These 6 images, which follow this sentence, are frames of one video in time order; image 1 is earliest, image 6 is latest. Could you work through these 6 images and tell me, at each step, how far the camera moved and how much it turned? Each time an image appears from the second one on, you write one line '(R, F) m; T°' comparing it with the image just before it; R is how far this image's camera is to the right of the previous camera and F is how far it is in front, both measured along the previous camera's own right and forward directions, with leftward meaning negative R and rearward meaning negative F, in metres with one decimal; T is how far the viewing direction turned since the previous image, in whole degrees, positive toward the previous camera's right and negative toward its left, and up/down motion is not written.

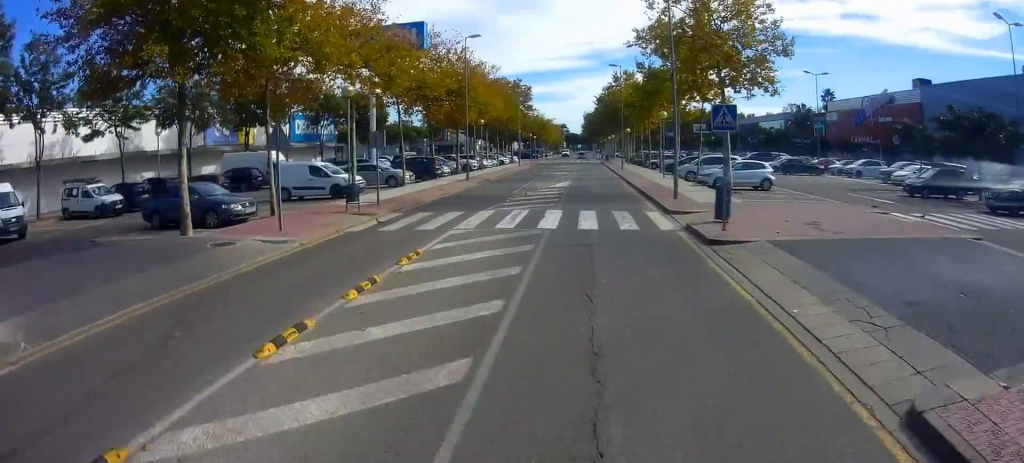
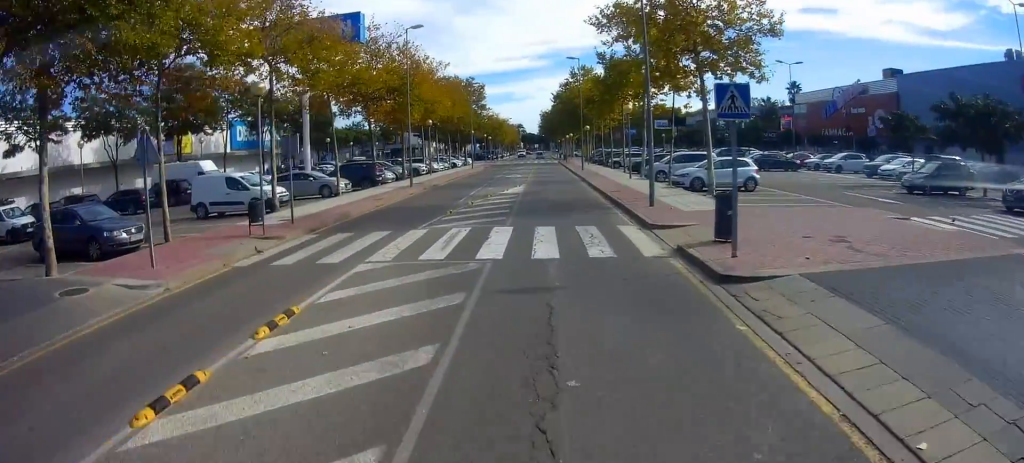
(0.0, +3.5) m; 0°
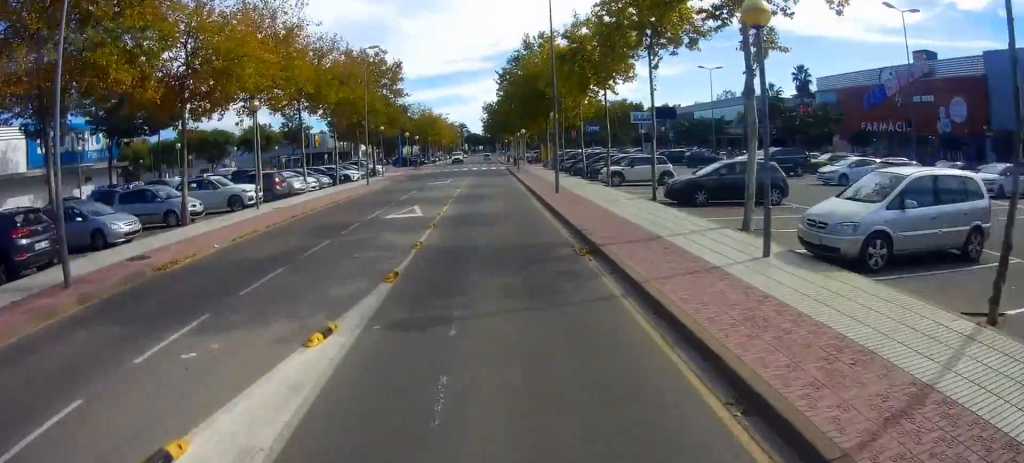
(+2.5, +22.4) m; +10°
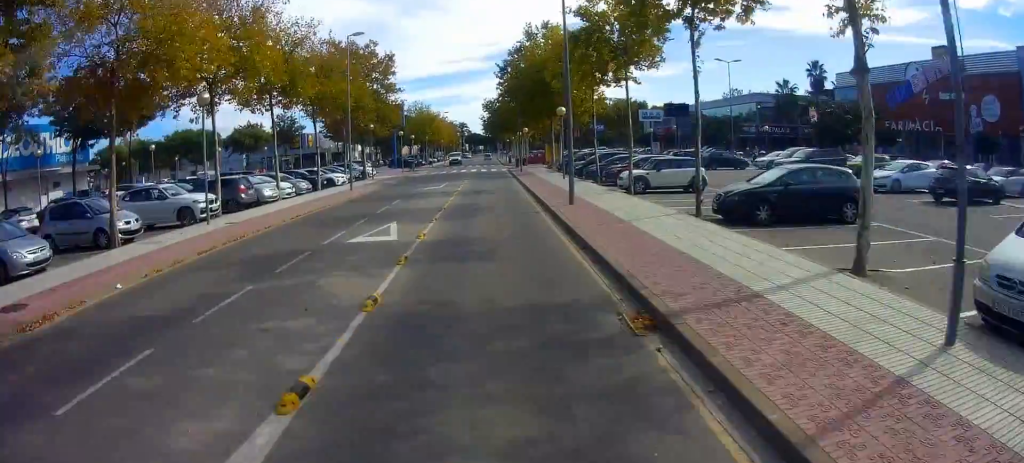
(+0.3, +4.2) m; +3°
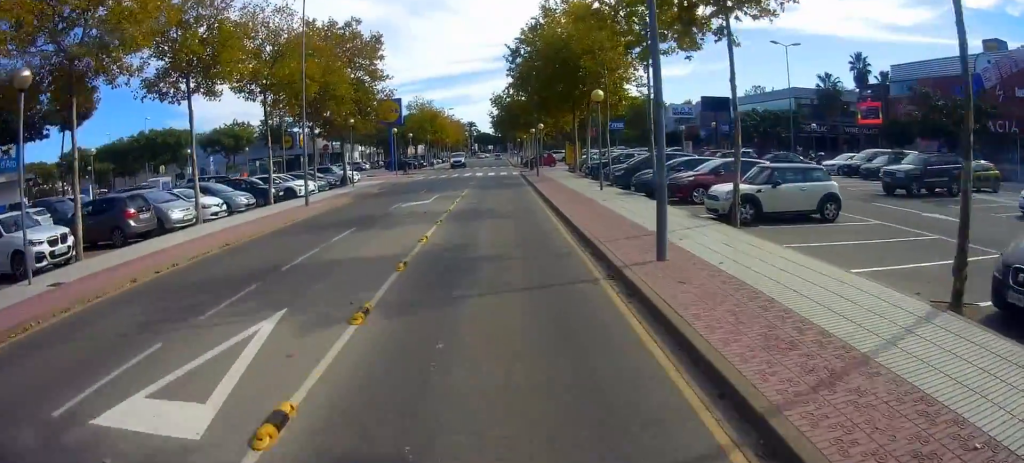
(-0.3, +9.3) m; -6°
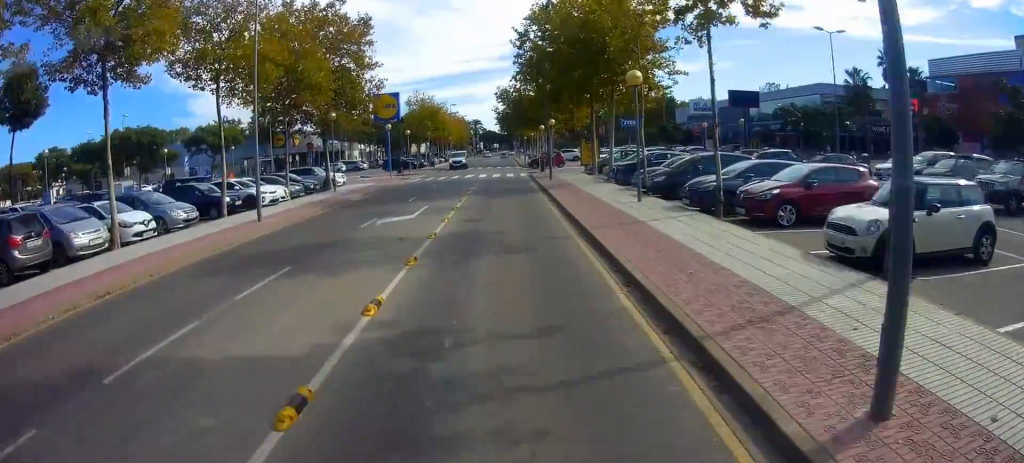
(-0.5, +5.5) m; 0°
